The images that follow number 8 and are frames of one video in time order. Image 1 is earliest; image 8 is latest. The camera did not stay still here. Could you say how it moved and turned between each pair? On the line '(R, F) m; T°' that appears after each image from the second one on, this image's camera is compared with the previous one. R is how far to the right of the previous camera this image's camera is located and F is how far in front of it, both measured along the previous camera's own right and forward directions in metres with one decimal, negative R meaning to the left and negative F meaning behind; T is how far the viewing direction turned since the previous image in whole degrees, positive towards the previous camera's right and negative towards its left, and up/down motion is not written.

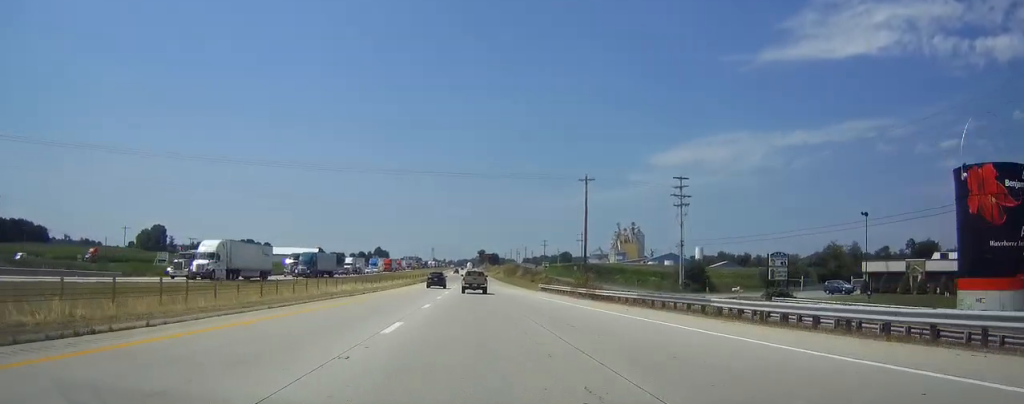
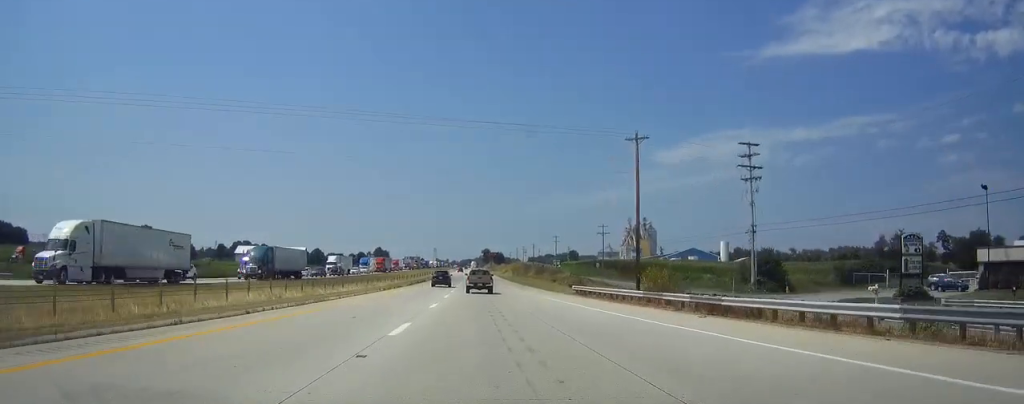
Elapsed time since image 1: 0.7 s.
(0.0, +24.2) m; 0°
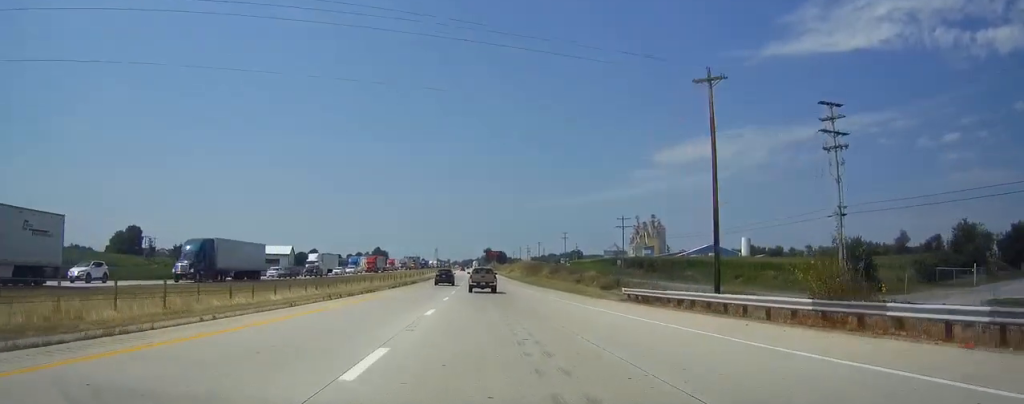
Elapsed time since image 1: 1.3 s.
(-0.1, +18.7) m; 0°
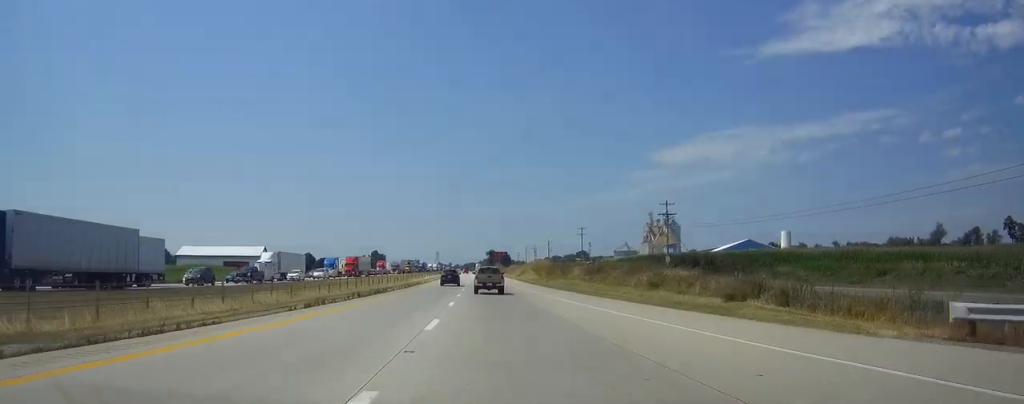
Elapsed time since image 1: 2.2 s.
(0.0, +29.6) m; 0°
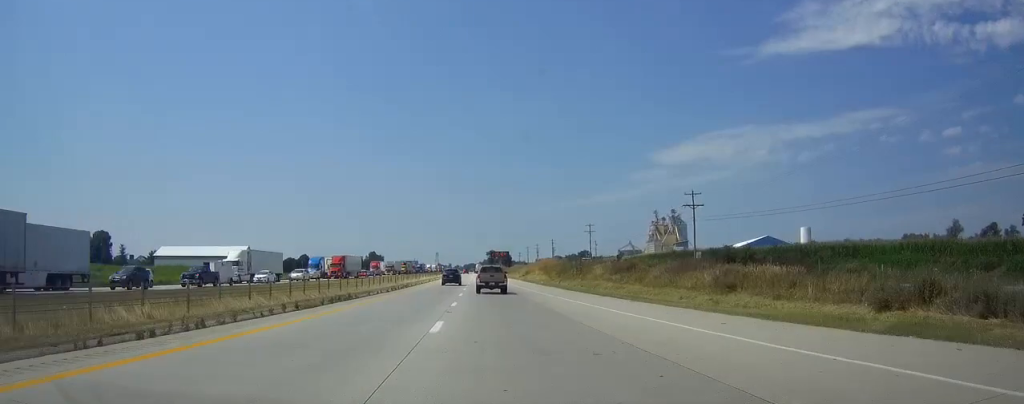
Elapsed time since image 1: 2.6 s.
(0.0, +13.1) m; 0°
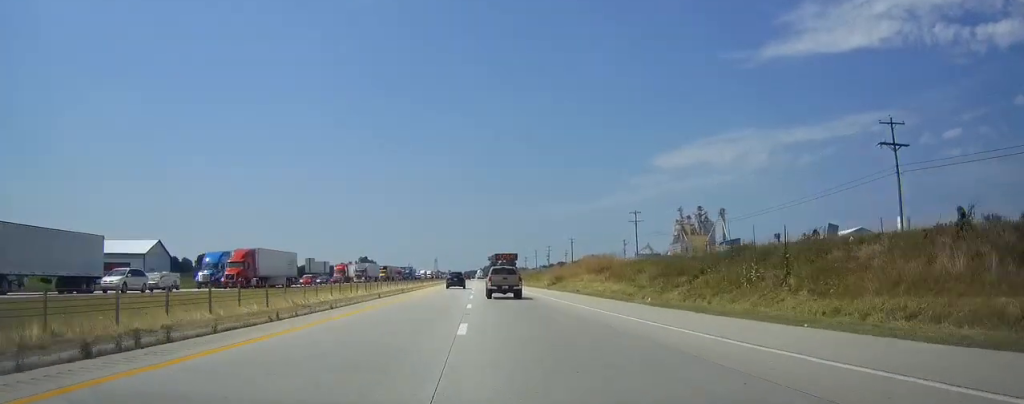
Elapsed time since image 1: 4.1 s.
(0.0, +48.9) m; 0°
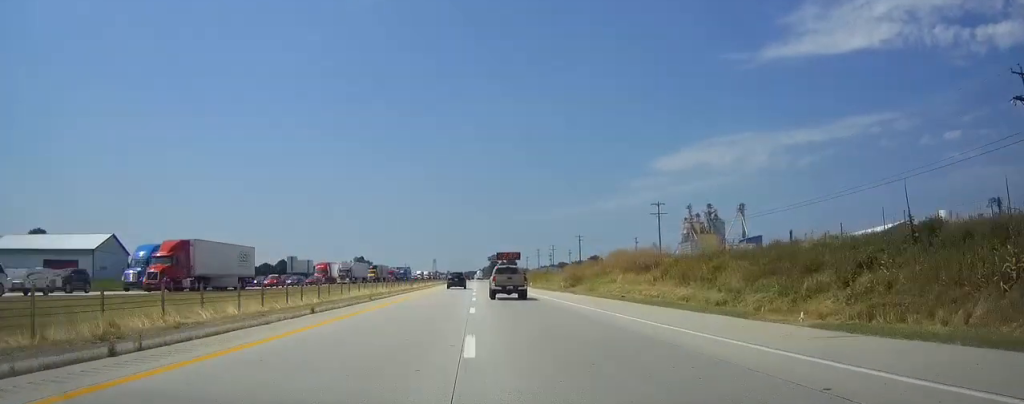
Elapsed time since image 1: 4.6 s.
(-0.1, +16.2) m; 0°
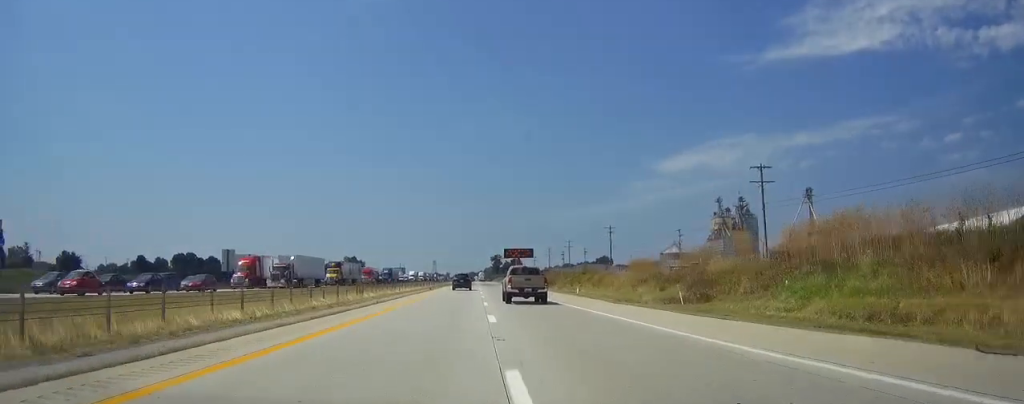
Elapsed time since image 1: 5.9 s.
(+0.2, +40.9) m; 0°
